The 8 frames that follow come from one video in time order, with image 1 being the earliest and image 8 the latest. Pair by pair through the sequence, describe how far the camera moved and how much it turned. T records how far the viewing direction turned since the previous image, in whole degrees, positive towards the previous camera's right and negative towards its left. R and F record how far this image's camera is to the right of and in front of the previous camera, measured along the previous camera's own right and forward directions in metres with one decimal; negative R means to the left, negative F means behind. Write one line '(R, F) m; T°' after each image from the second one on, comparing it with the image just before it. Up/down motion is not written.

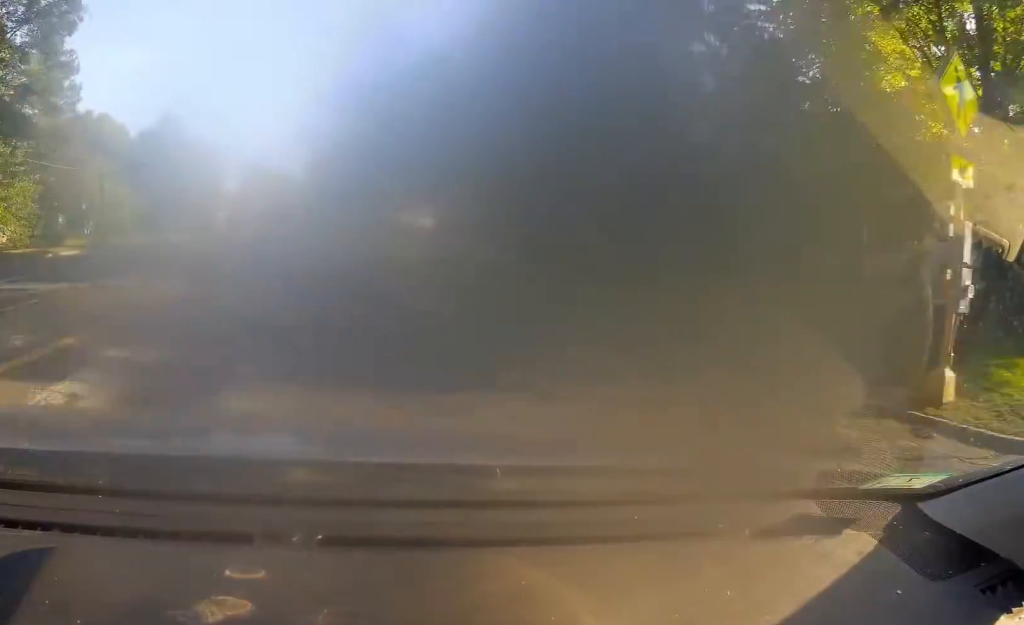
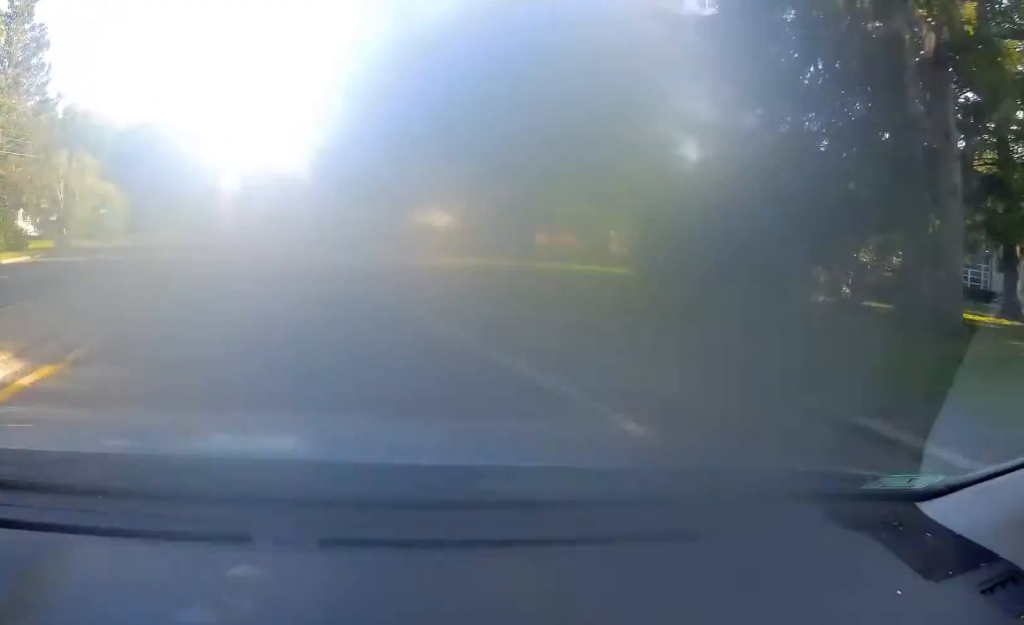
(+0.2, +9.6) m; 0°
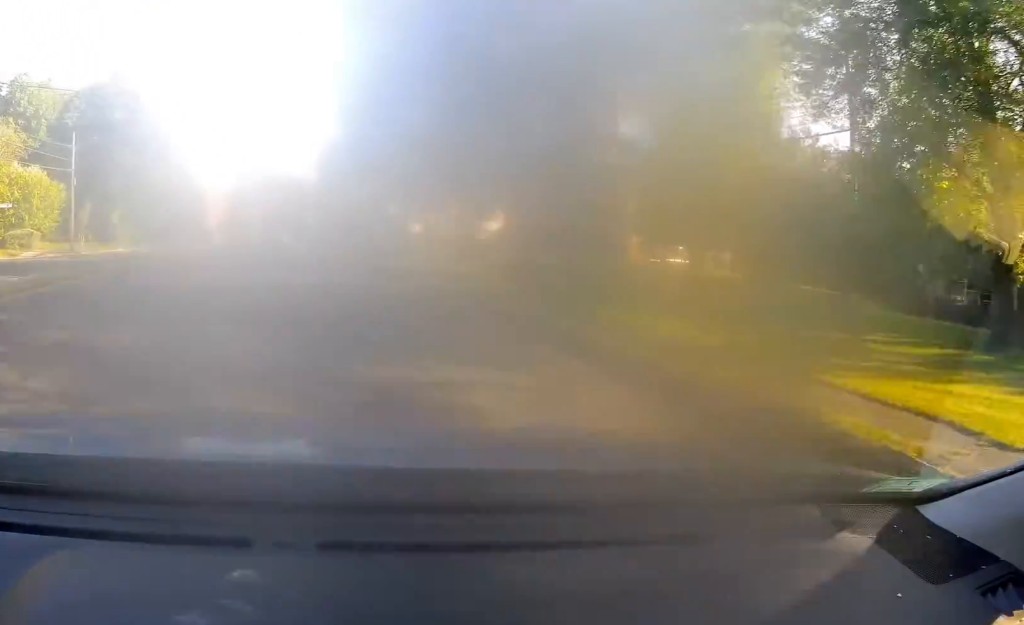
(-0.7, +26.6) m; -2°
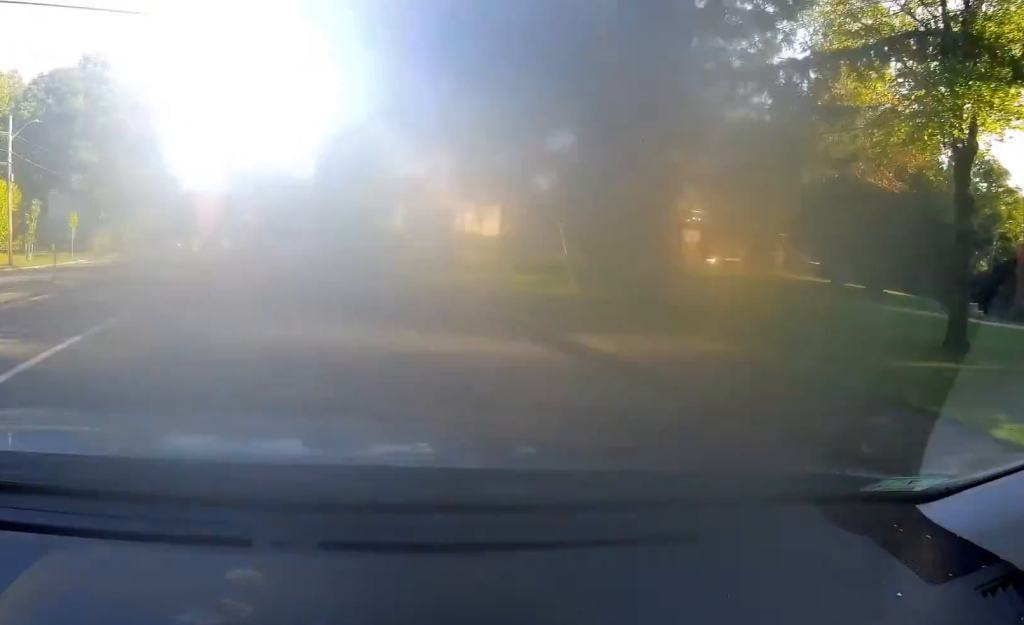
(0.0, +11.2) m; +1°
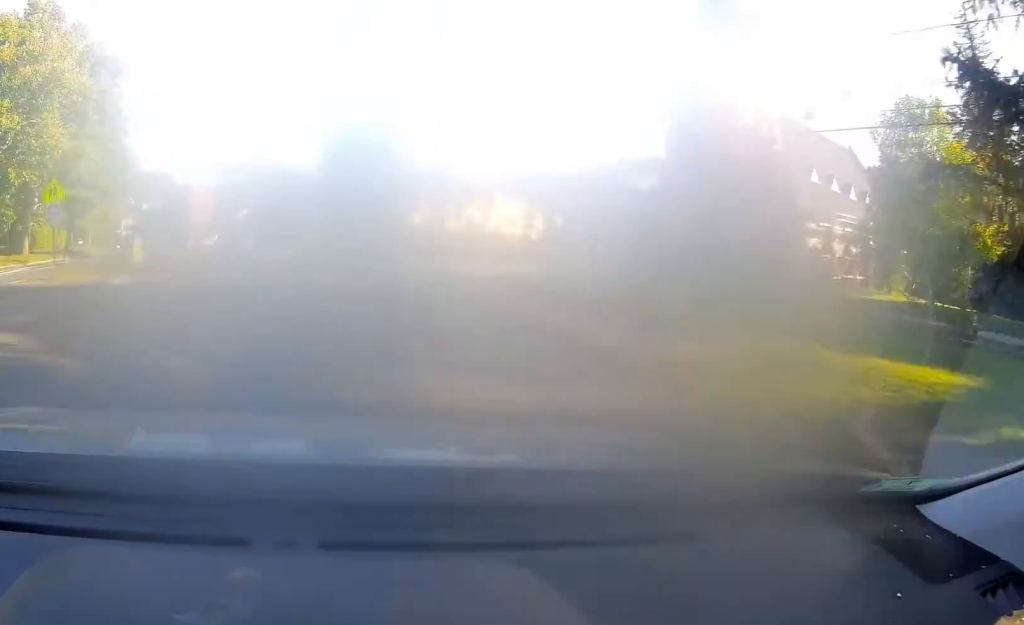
(+0.3, +16.9) m; 0°
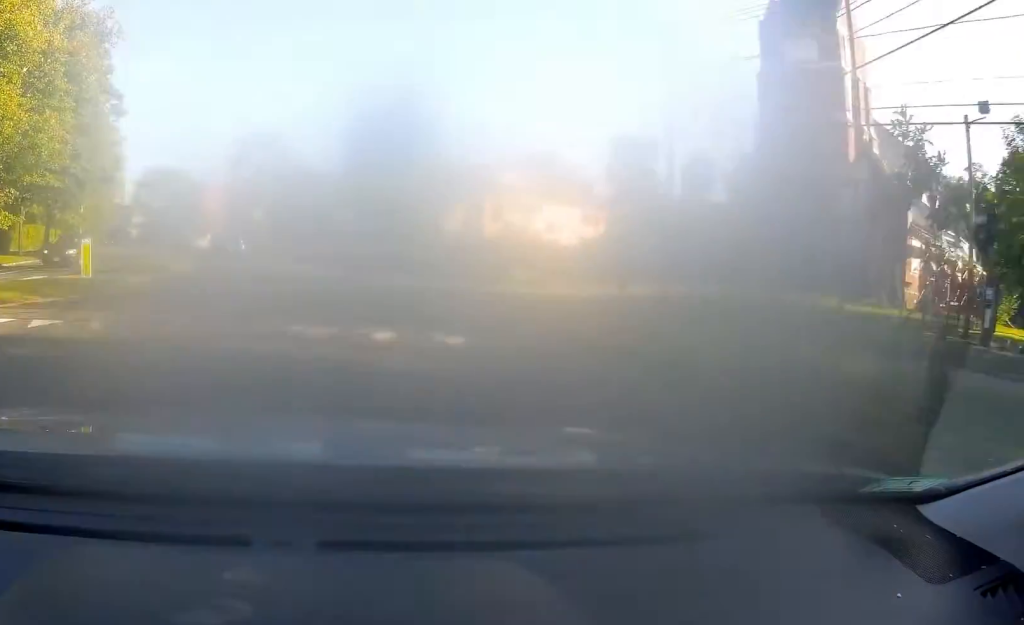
(-0.1, +9.5) m; -1°
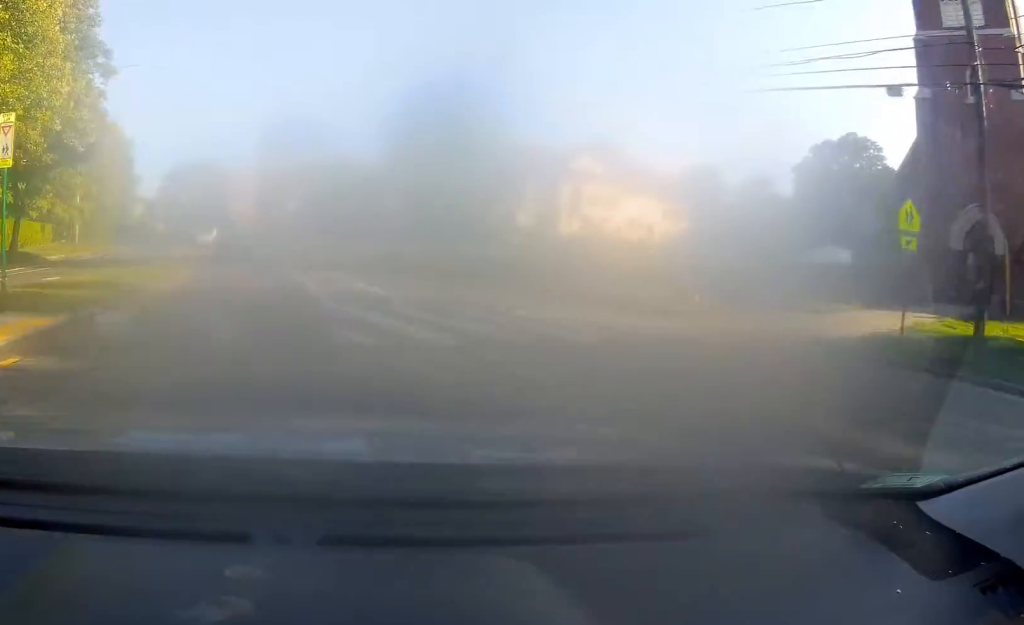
(0.0, +11.6) m; -3°
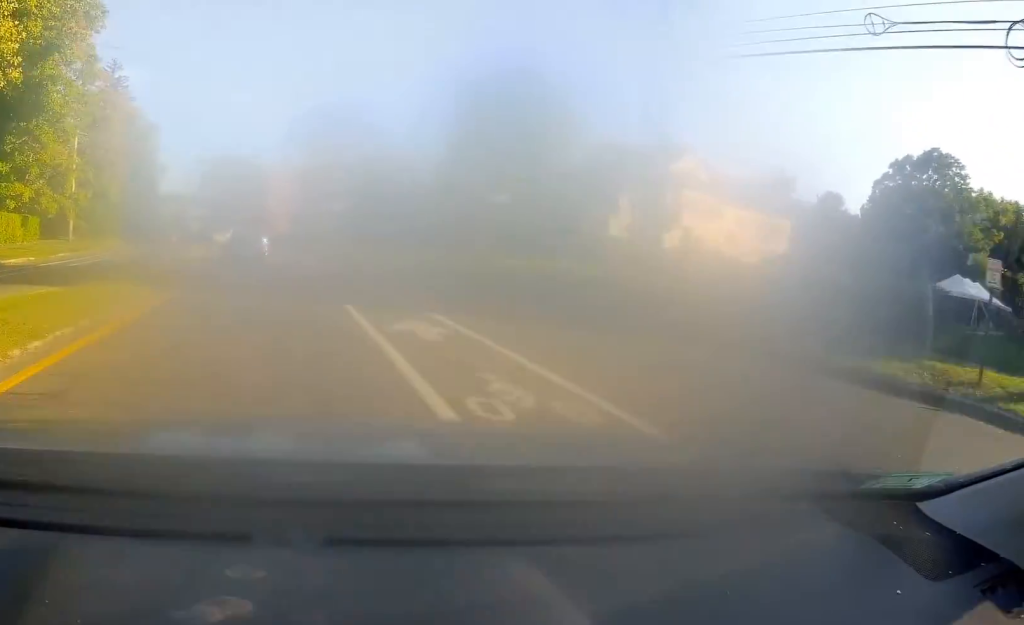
(-0.4, +11.4) m; -4°
